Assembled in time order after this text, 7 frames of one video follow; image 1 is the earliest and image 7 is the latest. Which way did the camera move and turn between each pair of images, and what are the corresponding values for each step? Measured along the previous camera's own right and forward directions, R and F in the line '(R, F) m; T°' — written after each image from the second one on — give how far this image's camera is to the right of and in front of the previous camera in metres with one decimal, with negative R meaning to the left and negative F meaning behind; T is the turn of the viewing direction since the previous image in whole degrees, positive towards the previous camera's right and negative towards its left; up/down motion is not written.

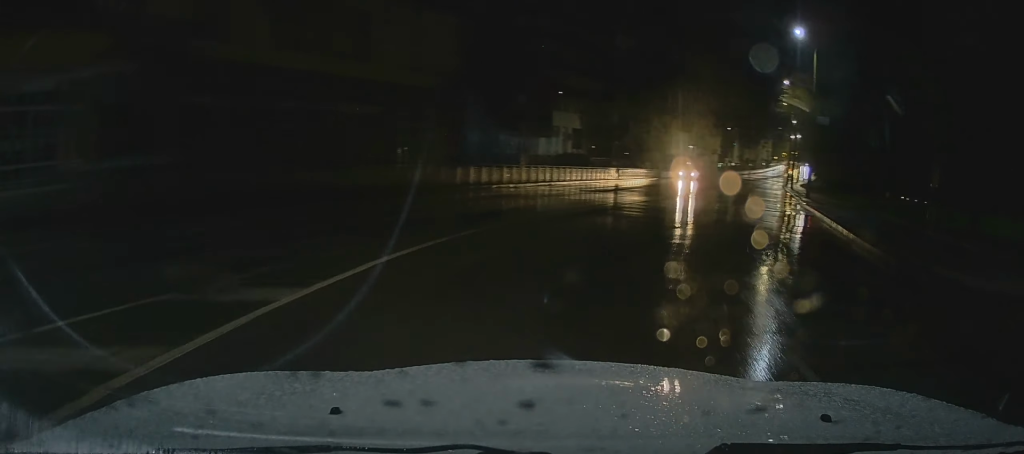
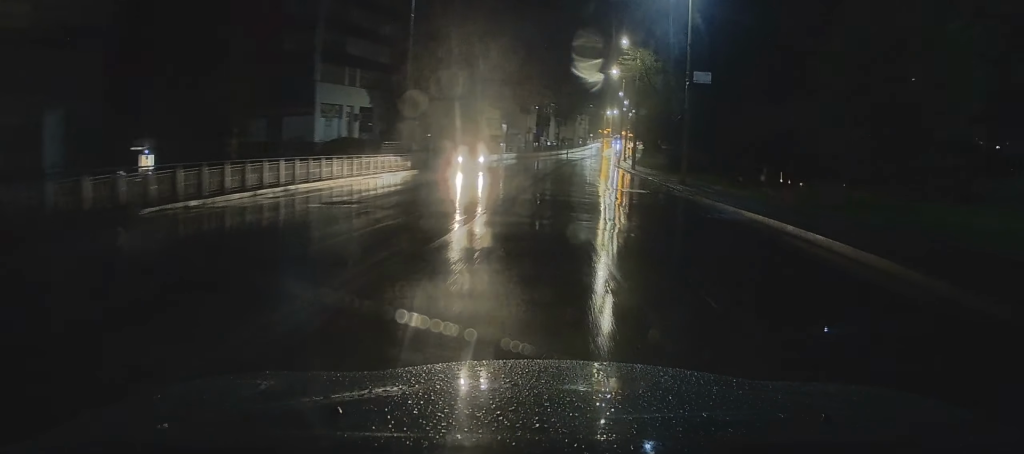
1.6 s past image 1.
(+2.8, +15.9) m; +16°
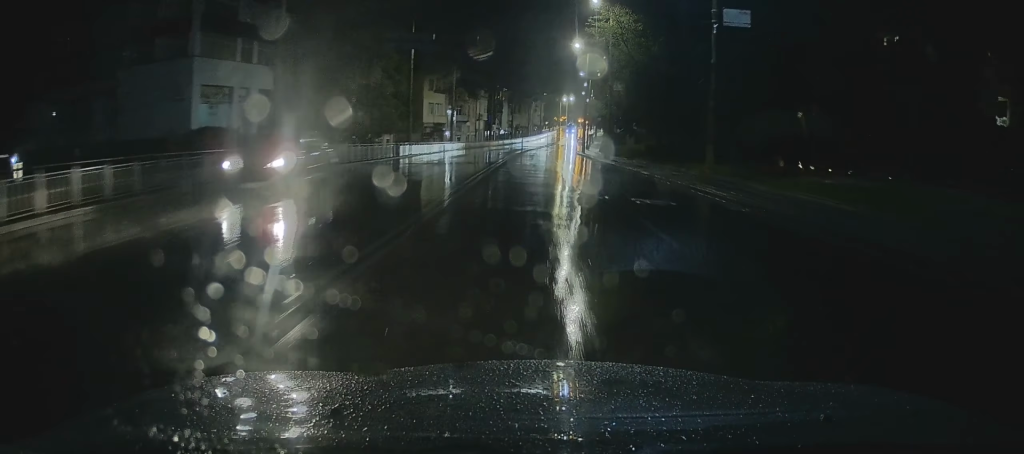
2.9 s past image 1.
(+1.2, +14.2) m; +5°
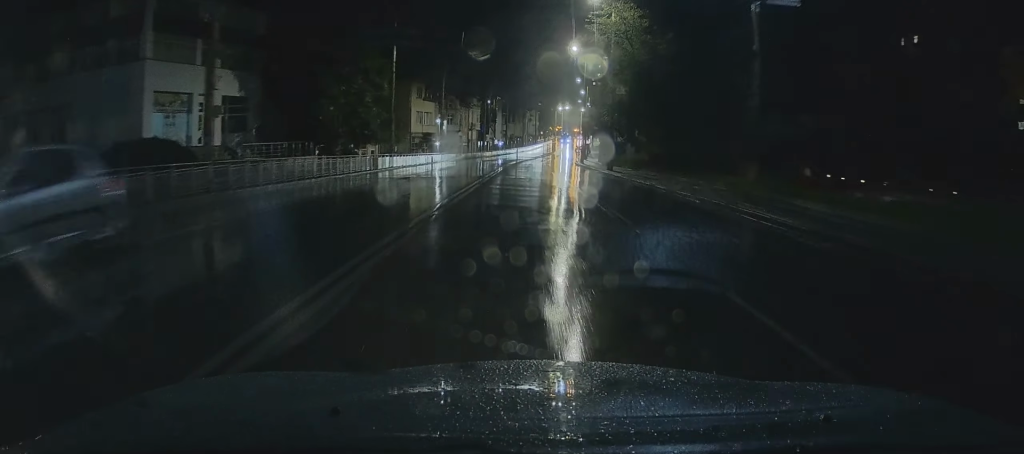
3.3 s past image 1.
(-0.1, +5.5) m; -1°
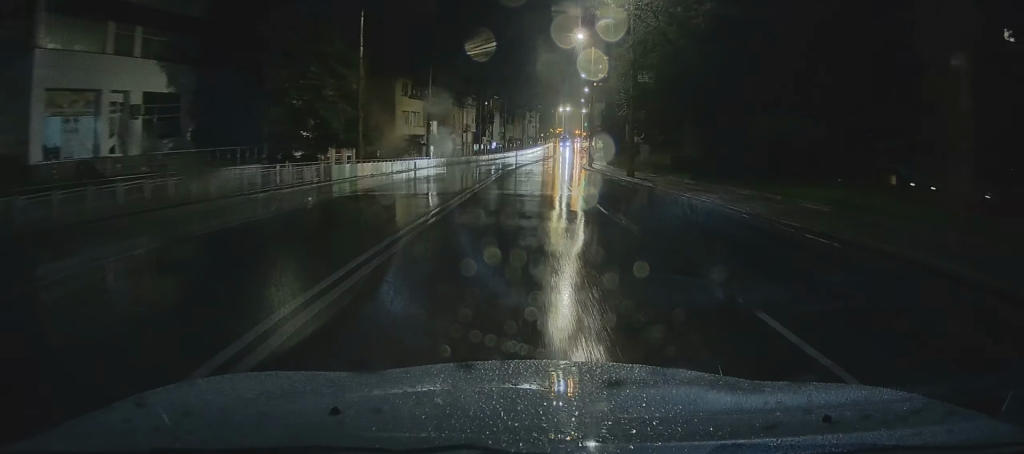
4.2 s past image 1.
(-0.2, +10.3) m; -2°
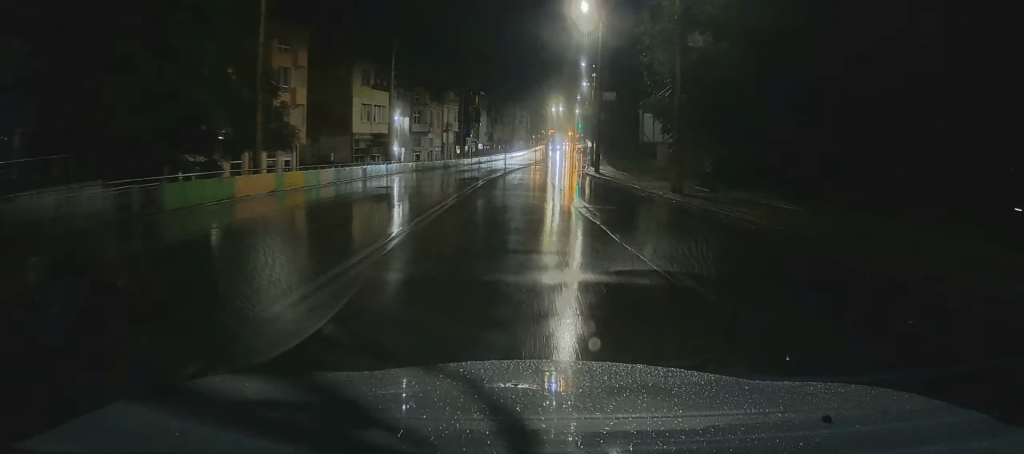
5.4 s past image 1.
(-0.1, +14.9) m; 0°
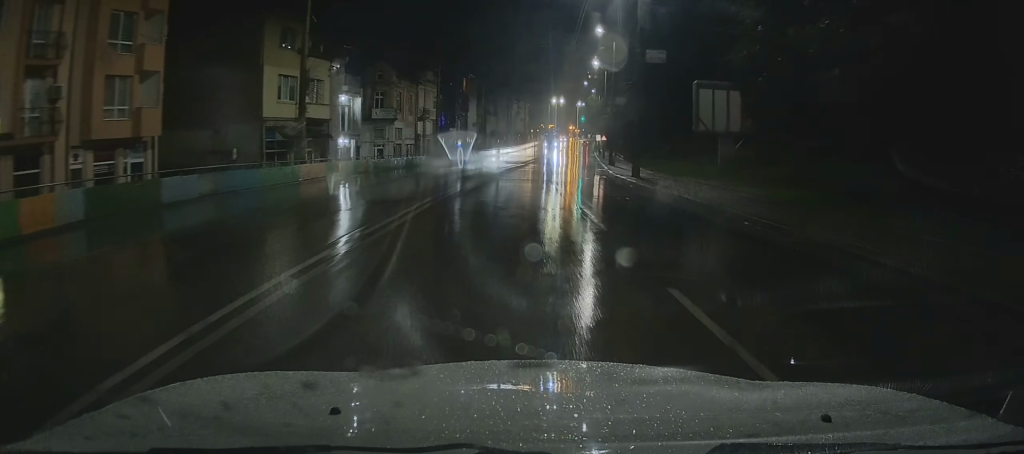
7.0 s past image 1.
(+0.3, +19.9) m; +1°
